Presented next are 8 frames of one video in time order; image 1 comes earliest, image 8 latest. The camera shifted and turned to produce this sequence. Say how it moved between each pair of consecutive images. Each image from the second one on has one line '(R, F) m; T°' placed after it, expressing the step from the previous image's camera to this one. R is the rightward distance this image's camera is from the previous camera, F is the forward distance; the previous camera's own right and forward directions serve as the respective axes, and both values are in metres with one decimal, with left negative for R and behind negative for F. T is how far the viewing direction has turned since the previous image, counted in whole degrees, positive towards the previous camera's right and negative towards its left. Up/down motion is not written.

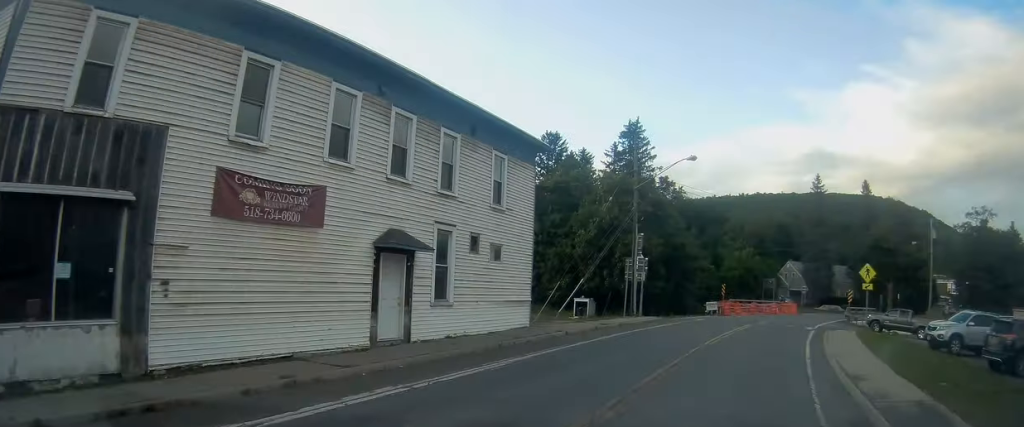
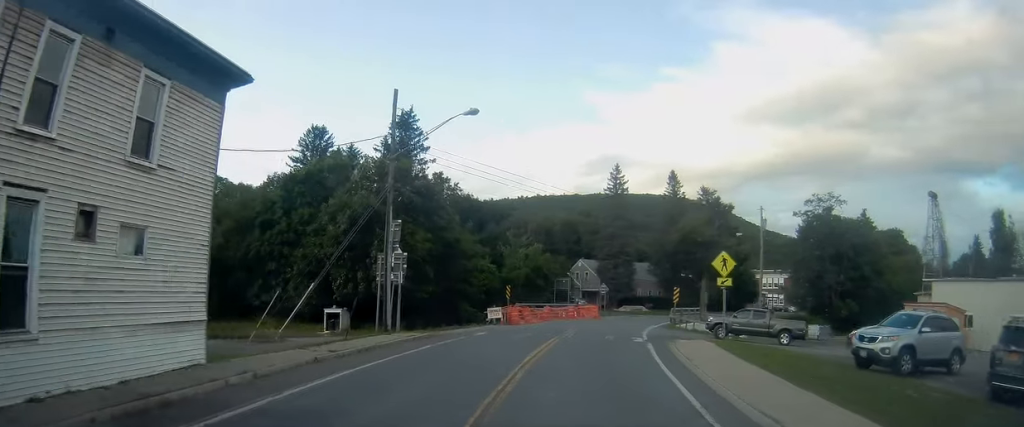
(+1.2, +10.0) m; +13°
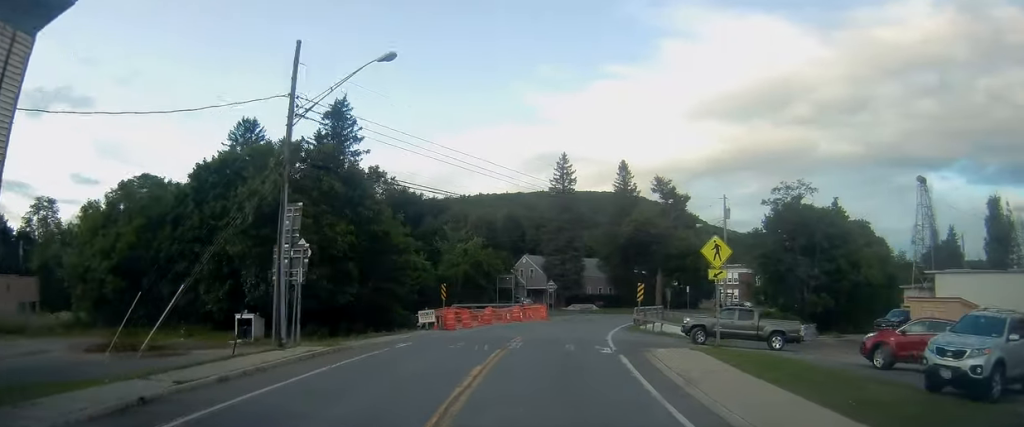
(+0.2, +6.1) m; +6°
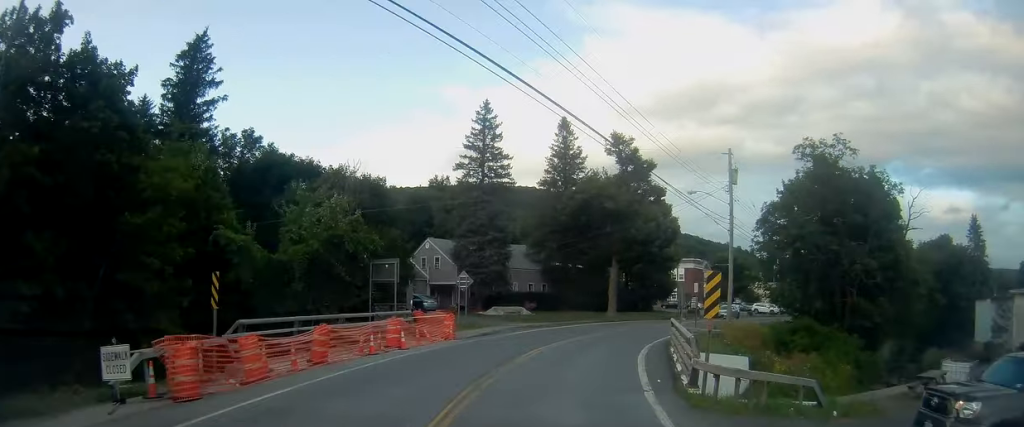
(+0.9, +22.3) m; +8°
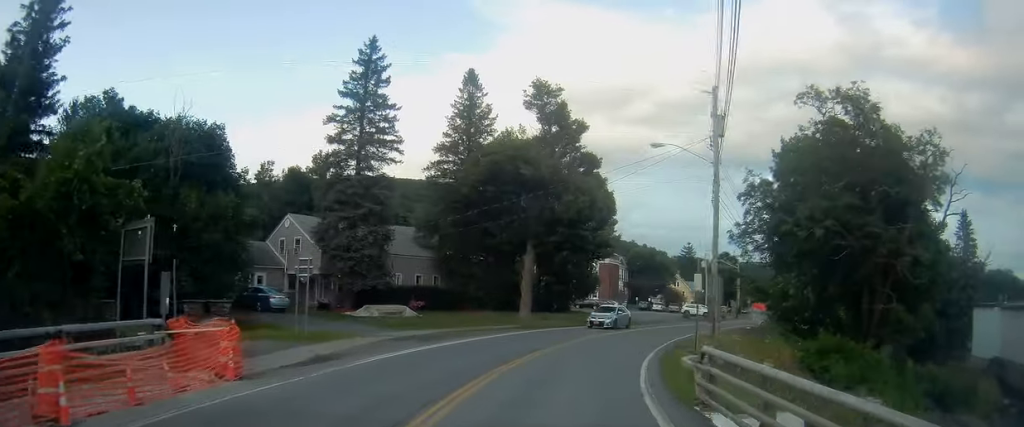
(+1.8, +13.4) m; +10°
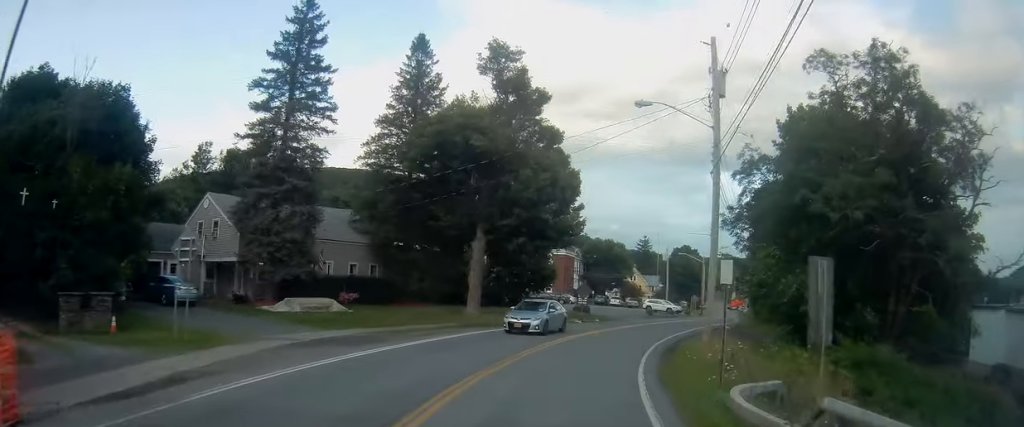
(+0.1, +5.9) m; +2°
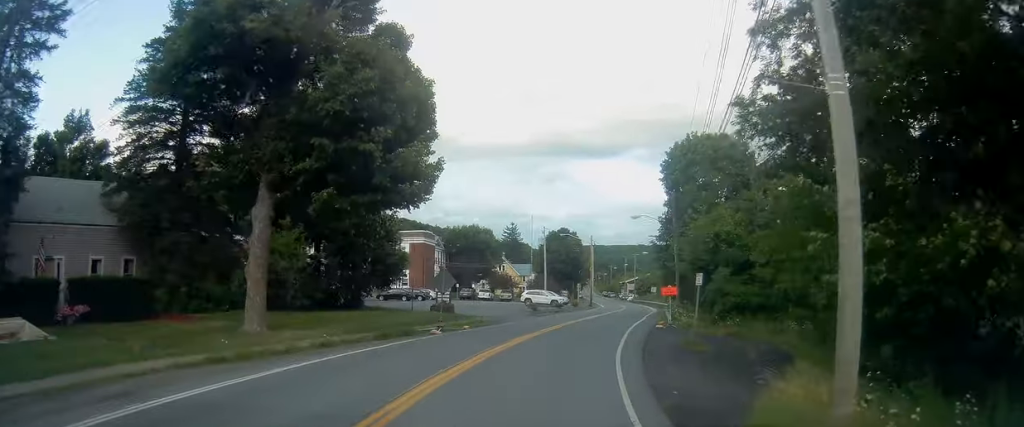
(+1.1, +15.8) m; +13°
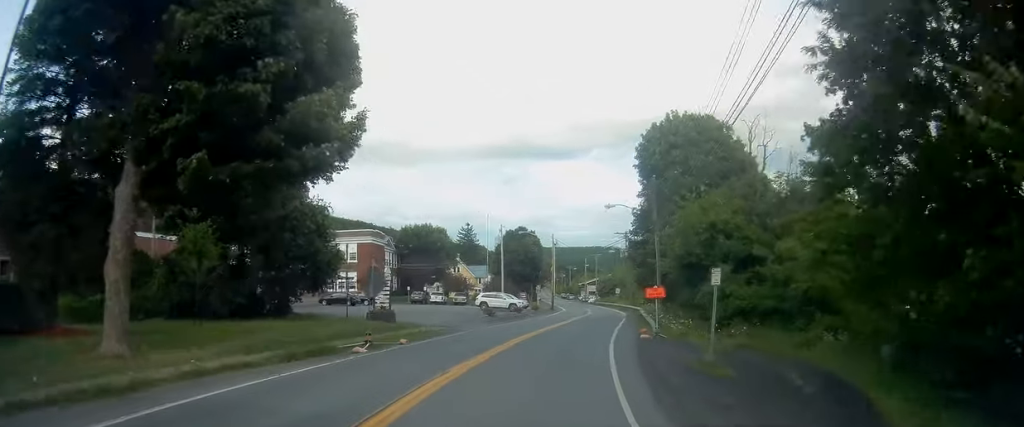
(0.0, +6.2) m; +9°
